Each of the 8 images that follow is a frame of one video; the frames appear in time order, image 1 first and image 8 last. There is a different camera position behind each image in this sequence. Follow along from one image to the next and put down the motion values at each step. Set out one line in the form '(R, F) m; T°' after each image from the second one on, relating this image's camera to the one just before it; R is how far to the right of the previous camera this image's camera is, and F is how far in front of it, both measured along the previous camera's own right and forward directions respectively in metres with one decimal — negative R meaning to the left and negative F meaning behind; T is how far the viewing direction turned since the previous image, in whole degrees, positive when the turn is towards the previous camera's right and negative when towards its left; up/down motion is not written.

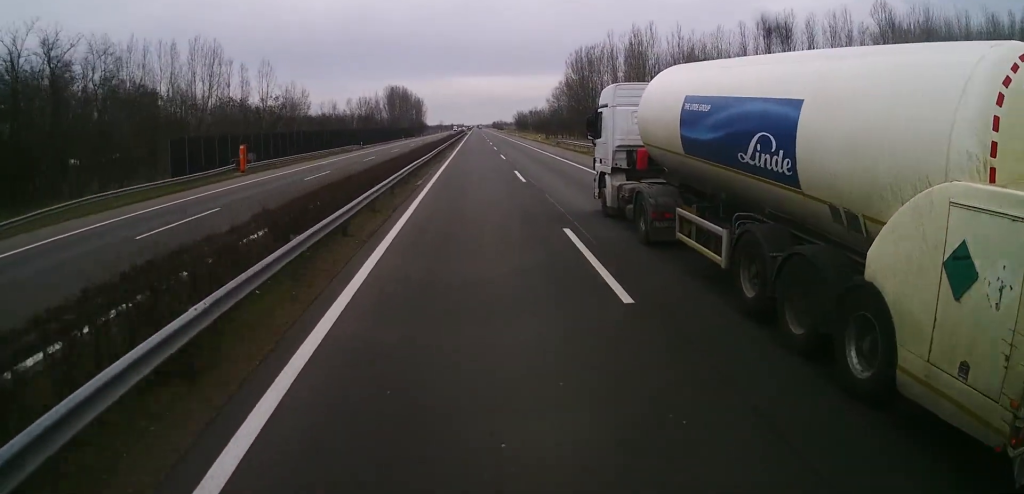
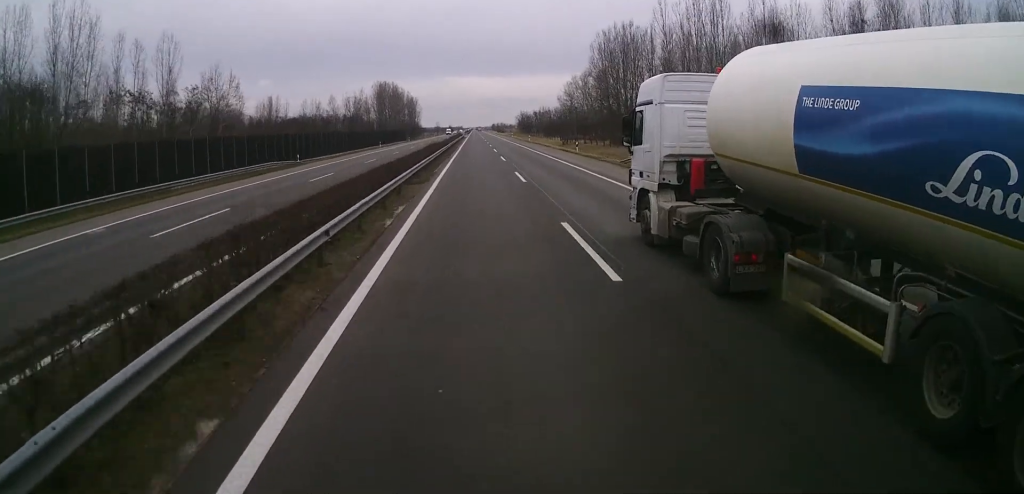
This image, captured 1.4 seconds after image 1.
(+0.2, +34.8) m; 0°
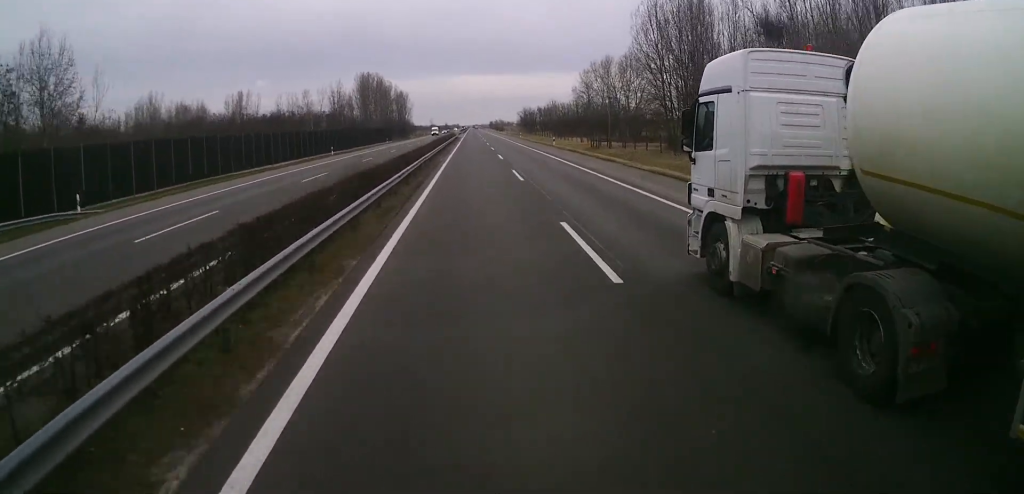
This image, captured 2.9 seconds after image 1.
(-0.1, +36.5) m; 0°
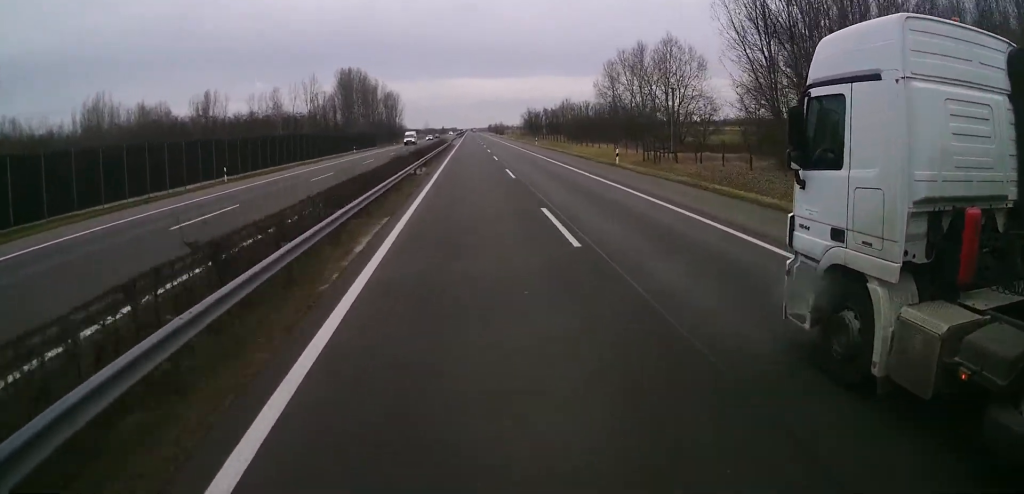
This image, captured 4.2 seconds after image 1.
(-0.1, +33.0) m; 0°
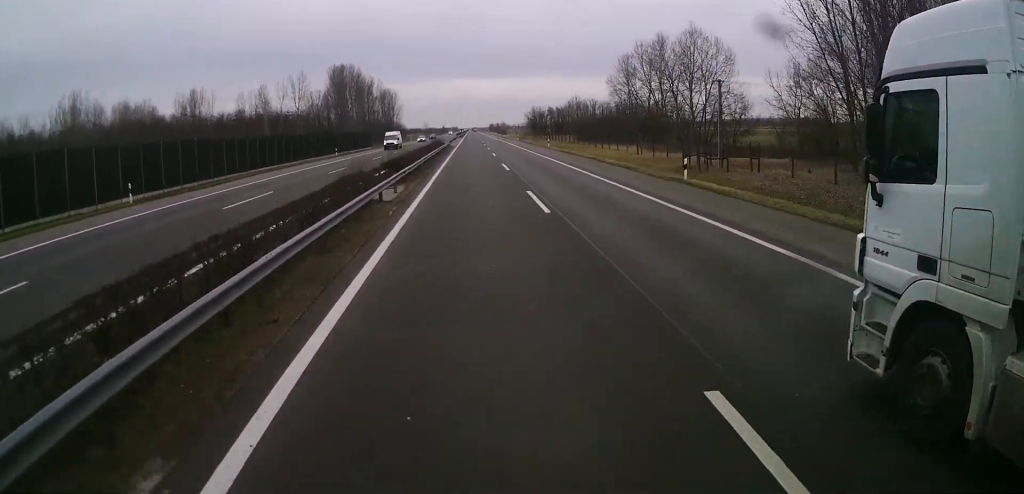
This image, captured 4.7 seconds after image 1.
(0.0, +13.2) m; 0°
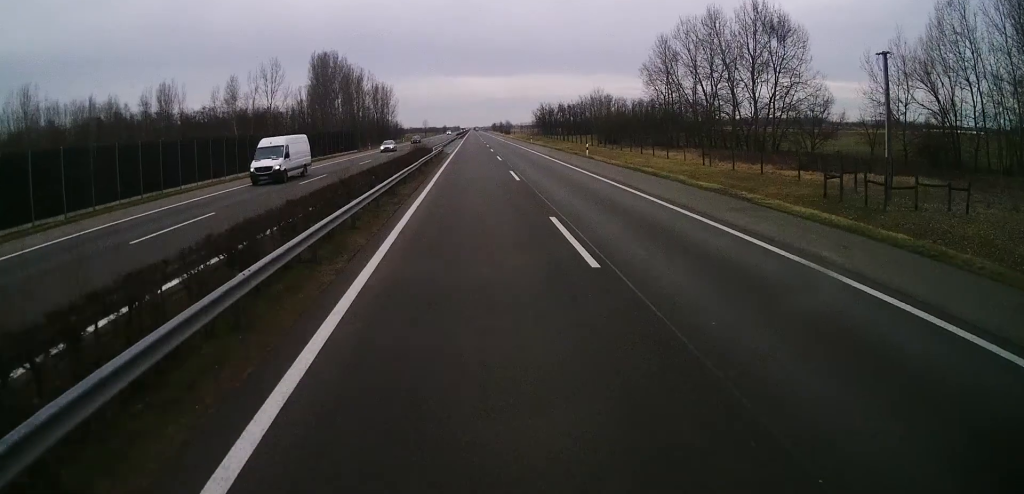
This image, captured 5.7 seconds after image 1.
(+0.1, +24.8) m; 0°
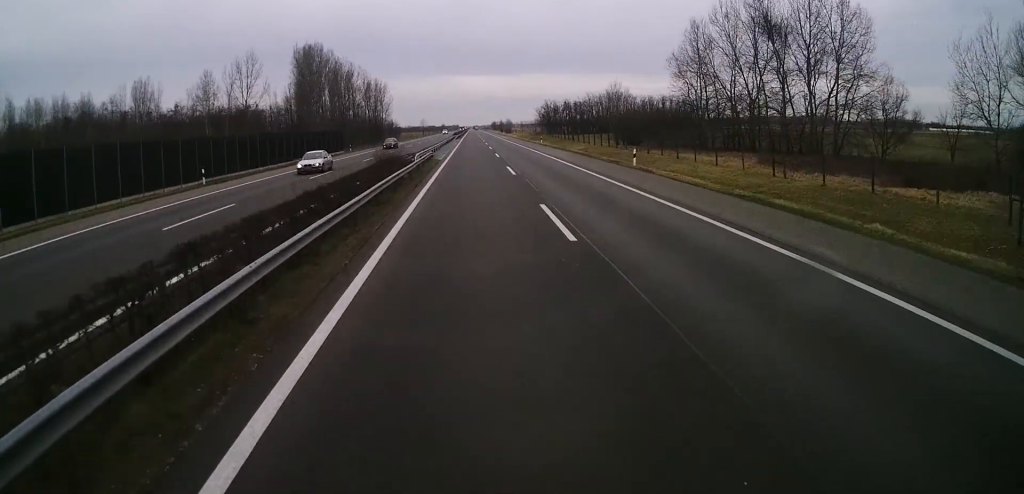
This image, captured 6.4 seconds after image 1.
(-0.1, +15.7) m; 0°
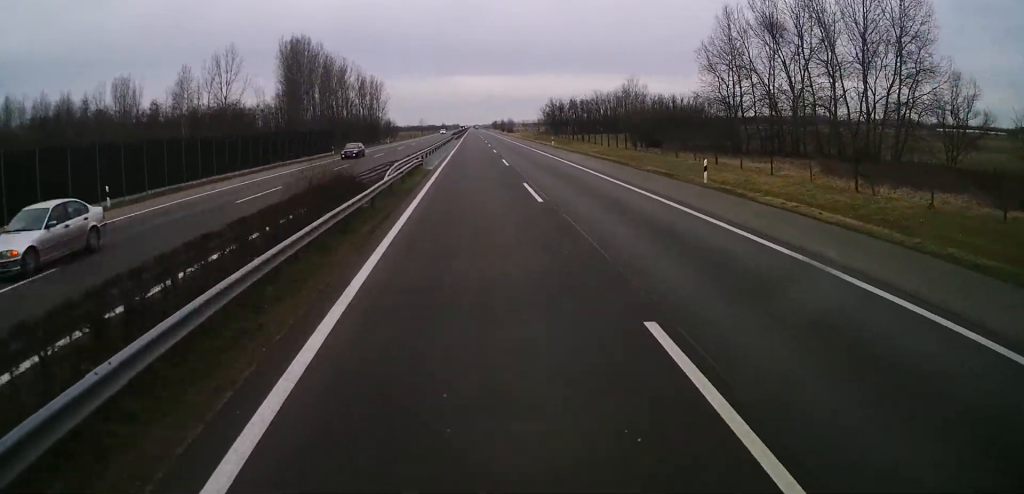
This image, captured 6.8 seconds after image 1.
(0.0, +11.6) m; 0°
